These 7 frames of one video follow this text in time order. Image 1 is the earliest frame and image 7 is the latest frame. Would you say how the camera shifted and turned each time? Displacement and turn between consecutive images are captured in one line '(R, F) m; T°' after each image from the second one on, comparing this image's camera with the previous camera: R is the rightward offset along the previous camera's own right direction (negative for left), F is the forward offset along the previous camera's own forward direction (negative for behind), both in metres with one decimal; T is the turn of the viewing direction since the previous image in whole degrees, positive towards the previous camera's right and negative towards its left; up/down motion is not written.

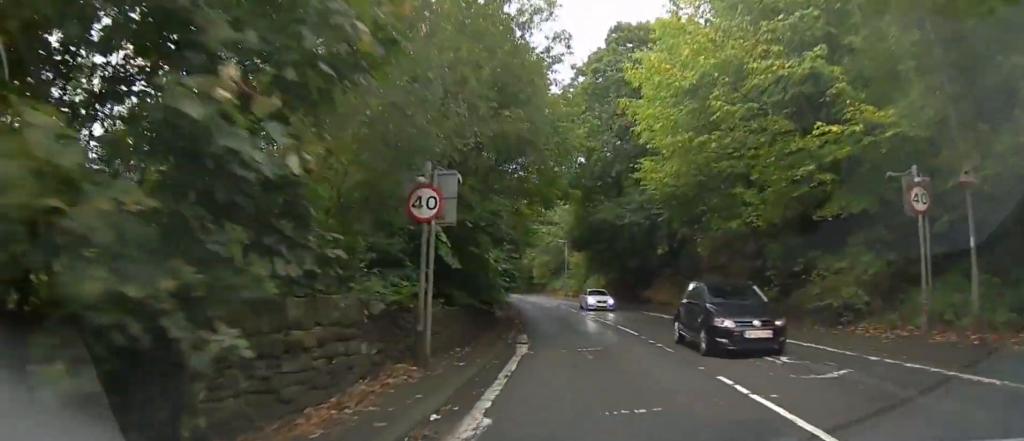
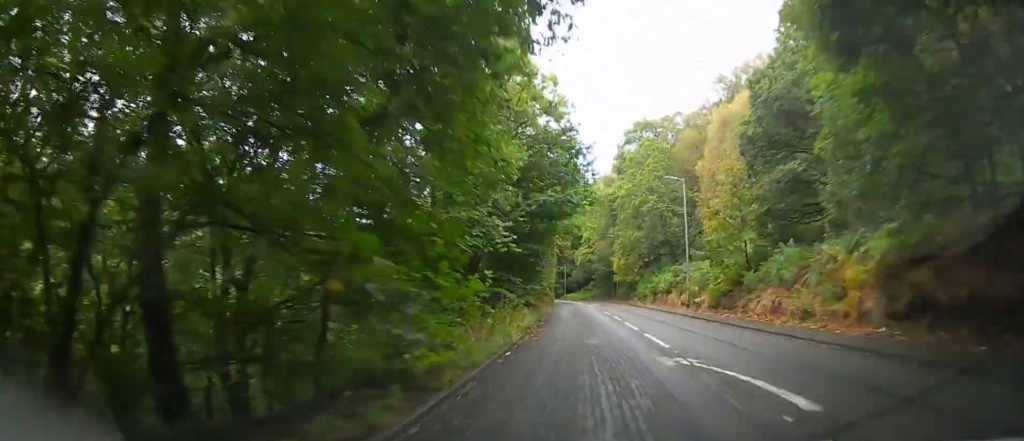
(-4.0, +45.6) m; -7°
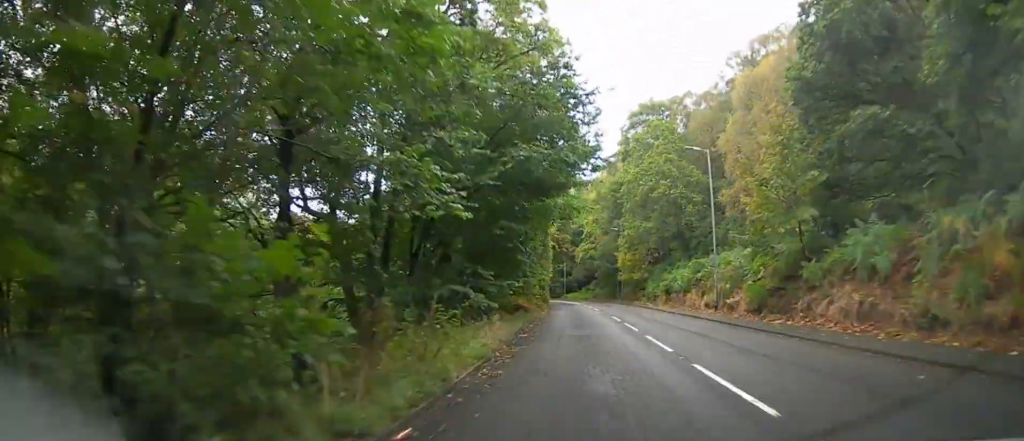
(0.0, +7.0) m; 0°
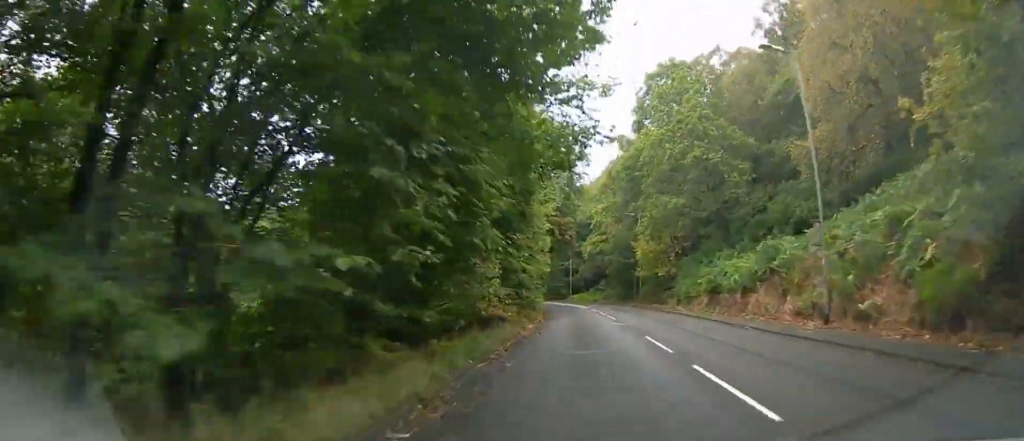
(0.0, +12.4) m; -2°
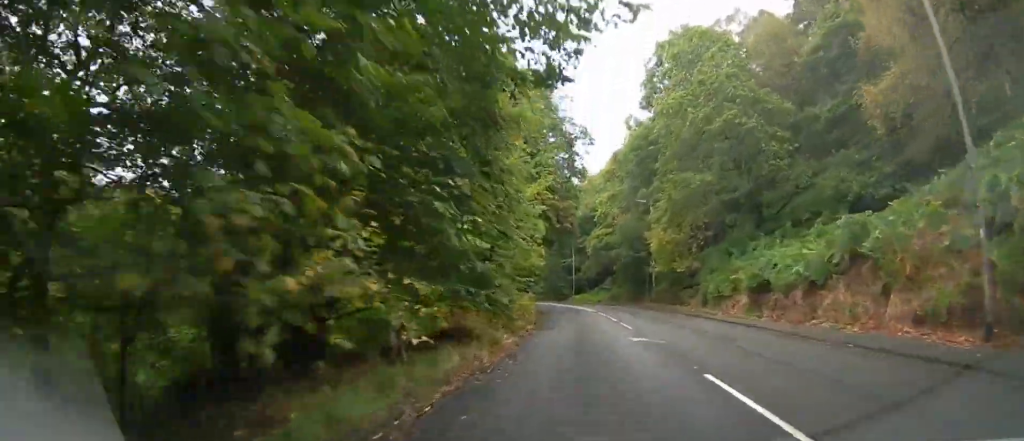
(-0.1, +7.0) m; -1°
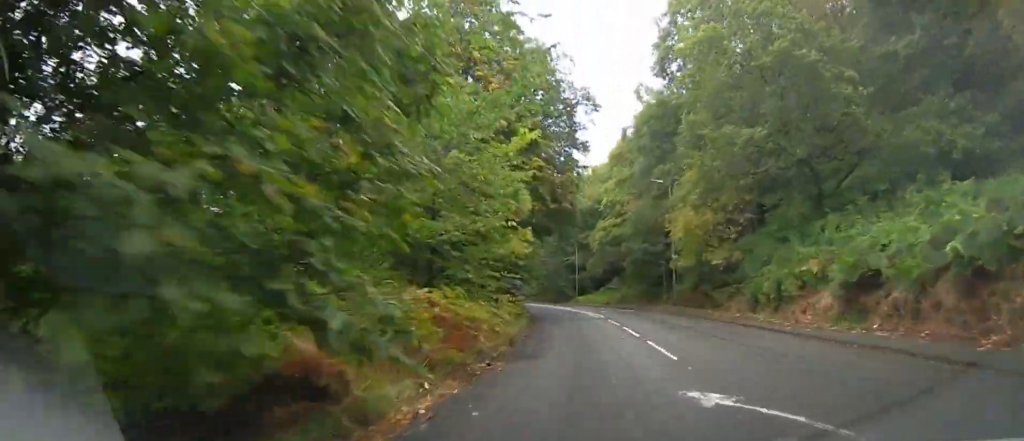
(-0.2, +7.8) m; -1°
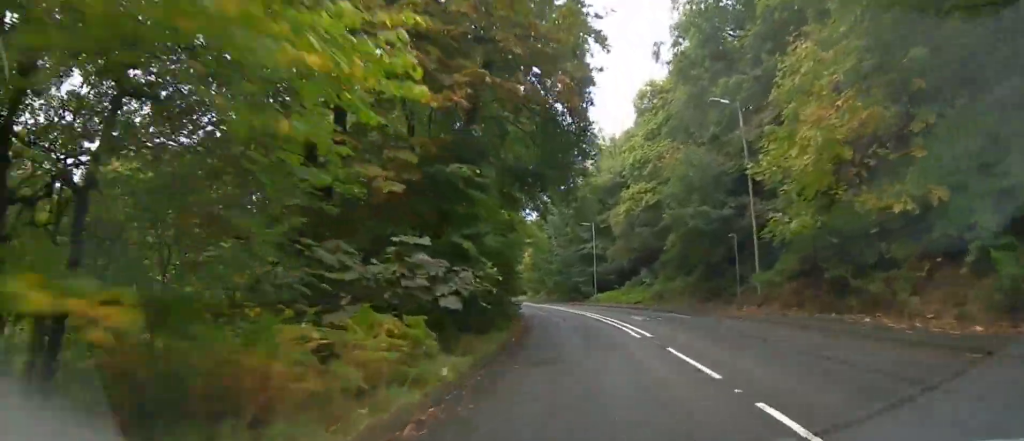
(0.0, +14.3) m; -2°
